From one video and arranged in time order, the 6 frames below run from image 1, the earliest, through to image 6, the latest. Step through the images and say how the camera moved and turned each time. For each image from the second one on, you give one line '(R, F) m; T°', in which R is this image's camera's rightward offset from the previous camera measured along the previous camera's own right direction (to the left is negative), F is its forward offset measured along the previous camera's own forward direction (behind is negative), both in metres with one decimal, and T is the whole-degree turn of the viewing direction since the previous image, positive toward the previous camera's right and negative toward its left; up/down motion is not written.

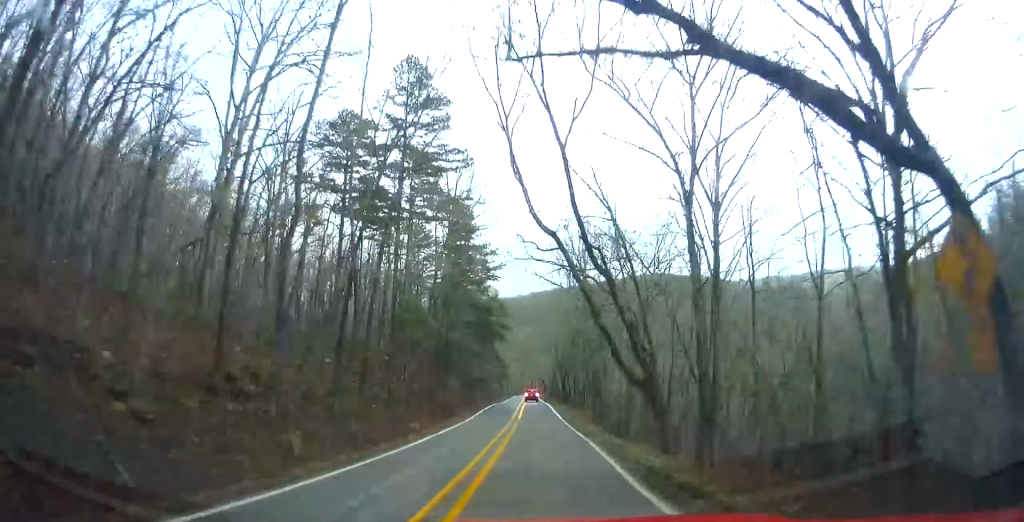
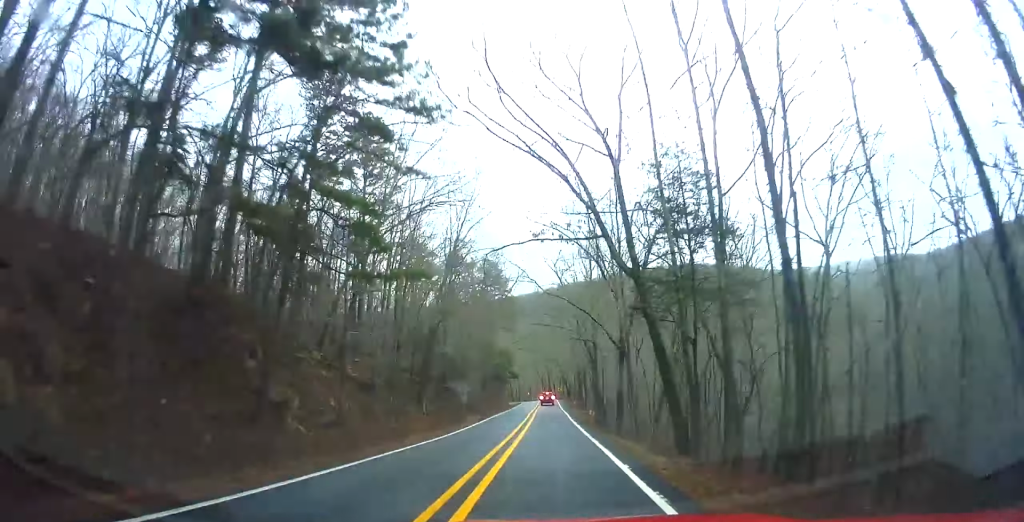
(-0.1, +52.1) m; 0°
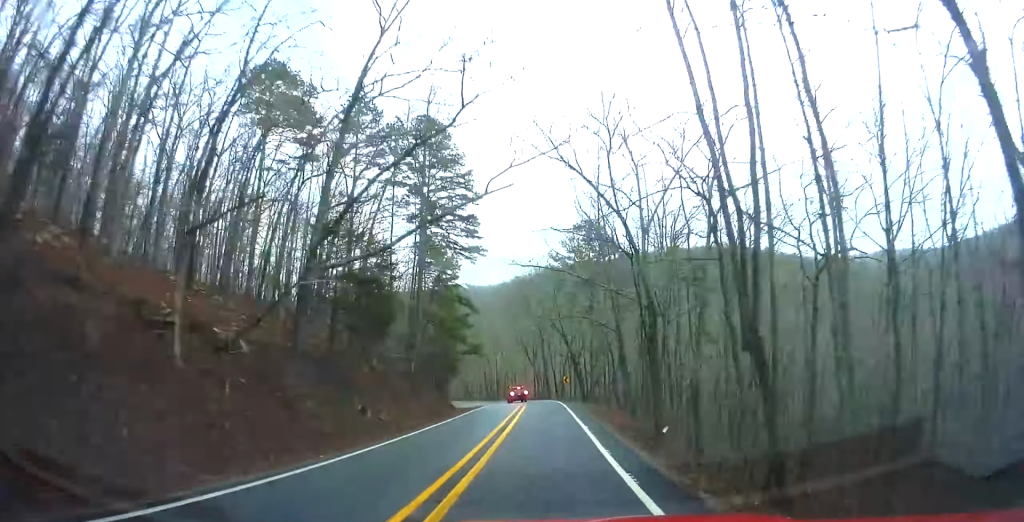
(-0.3, +61.6) m; -2°
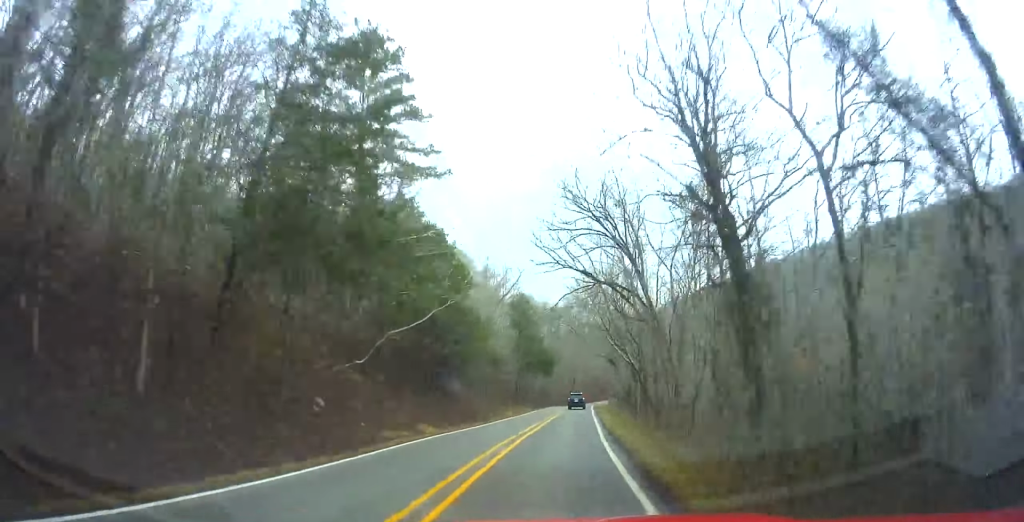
(-71.6, +202.2) m; -43°
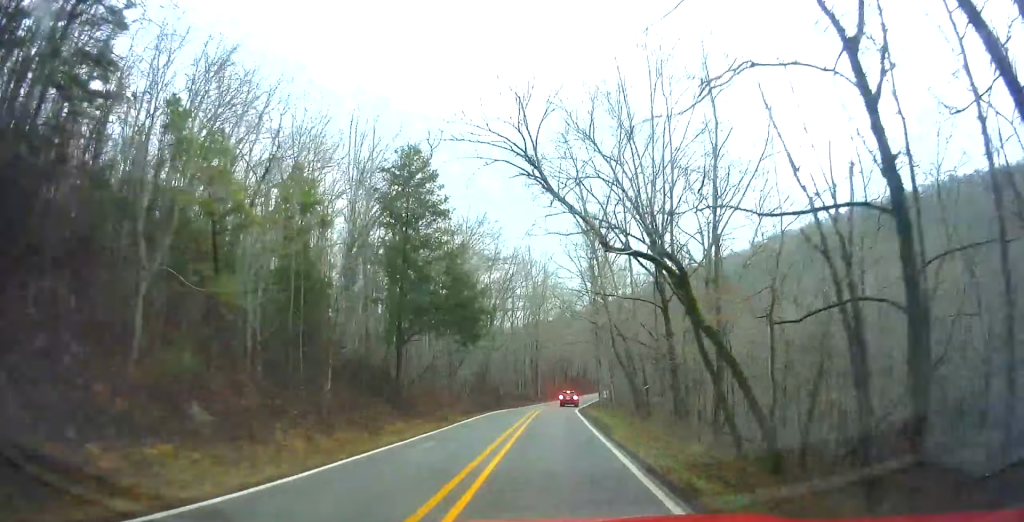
(-0.6, +47.1) m; 0°
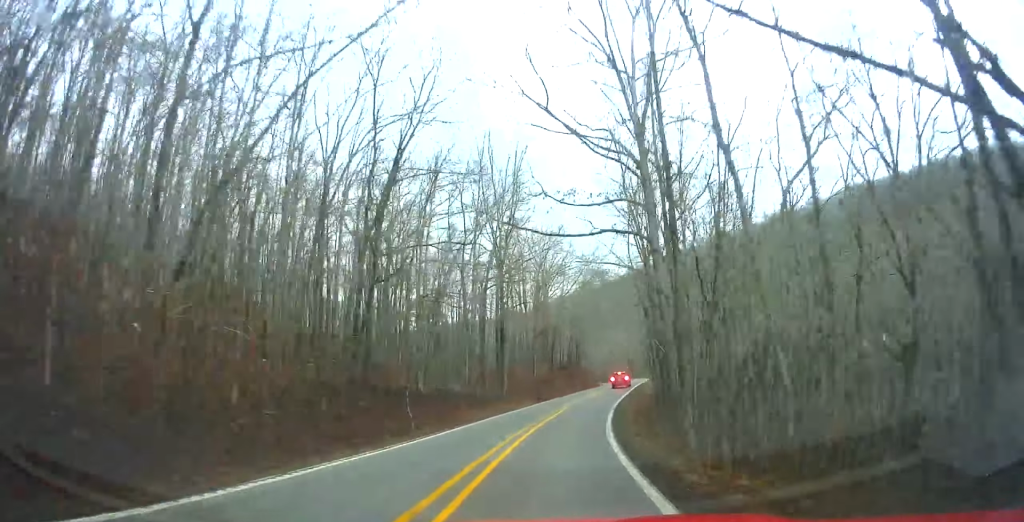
(+0.2, +41.4) m; +3°
